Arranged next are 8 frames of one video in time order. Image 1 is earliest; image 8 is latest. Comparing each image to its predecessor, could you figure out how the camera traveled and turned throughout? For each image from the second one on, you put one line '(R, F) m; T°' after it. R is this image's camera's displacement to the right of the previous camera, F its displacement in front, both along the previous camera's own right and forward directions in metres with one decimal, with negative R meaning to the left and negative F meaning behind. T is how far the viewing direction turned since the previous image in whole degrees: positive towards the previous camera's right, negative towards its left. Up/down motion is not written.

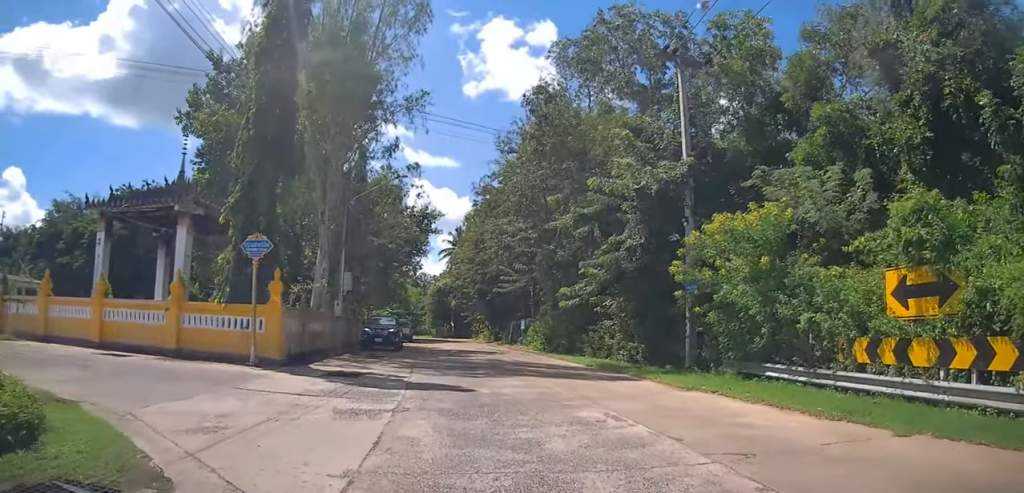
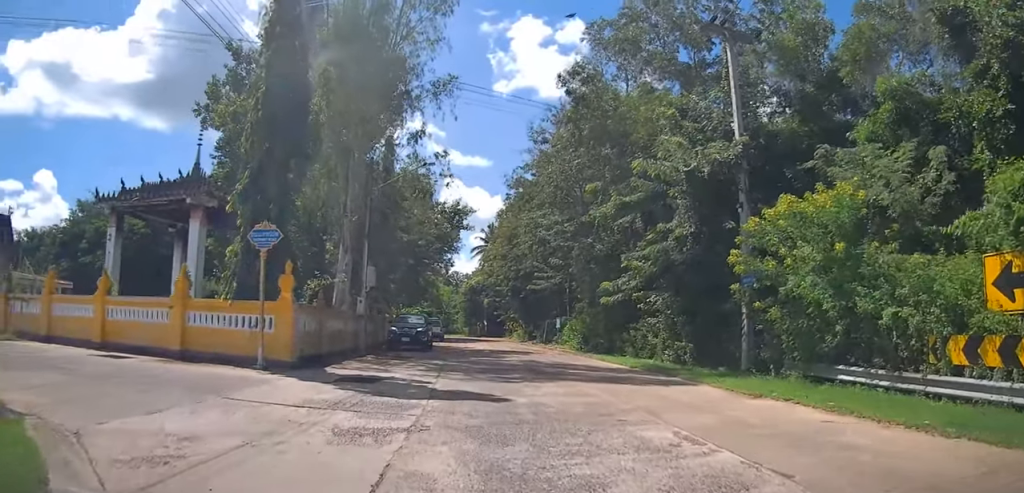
(-0.1, +1.9) m; -1°
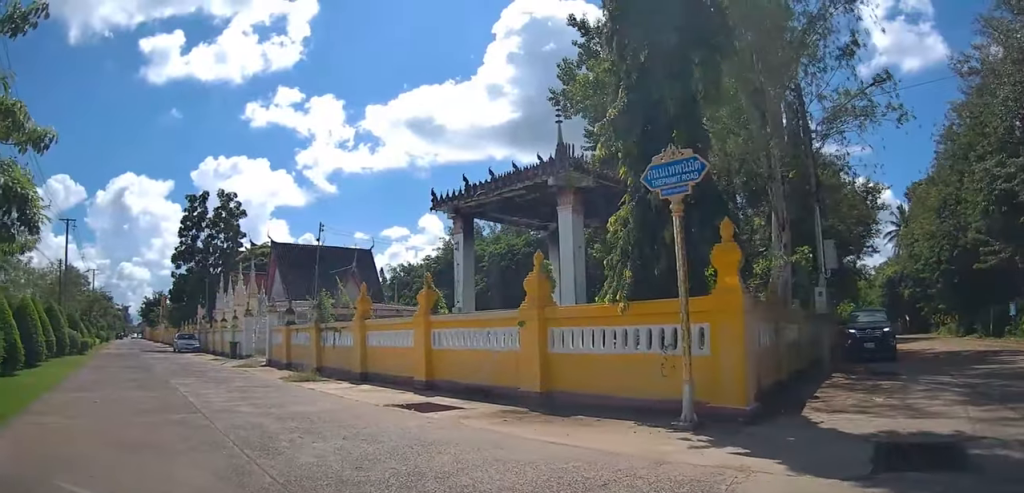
(-1.1, +7.4) m; -30°
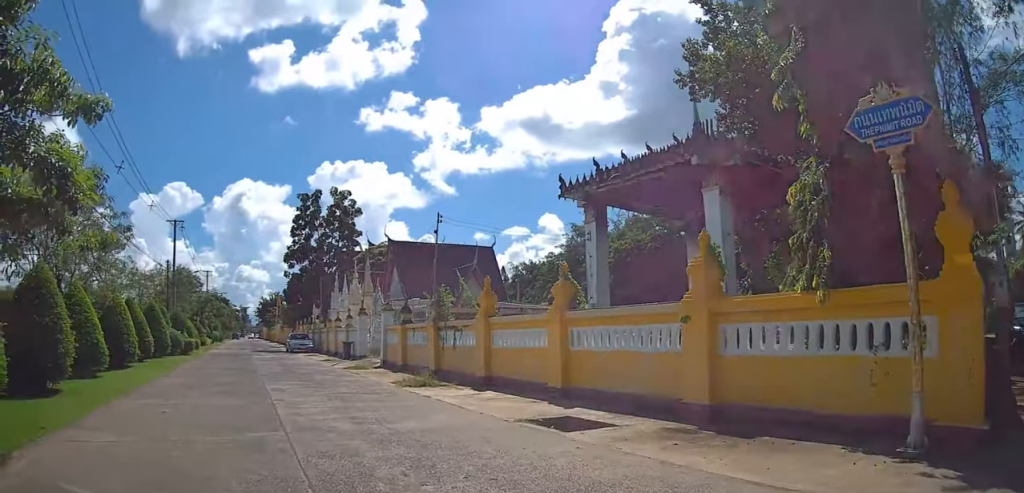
(-0.2, +1.8) m; -13°
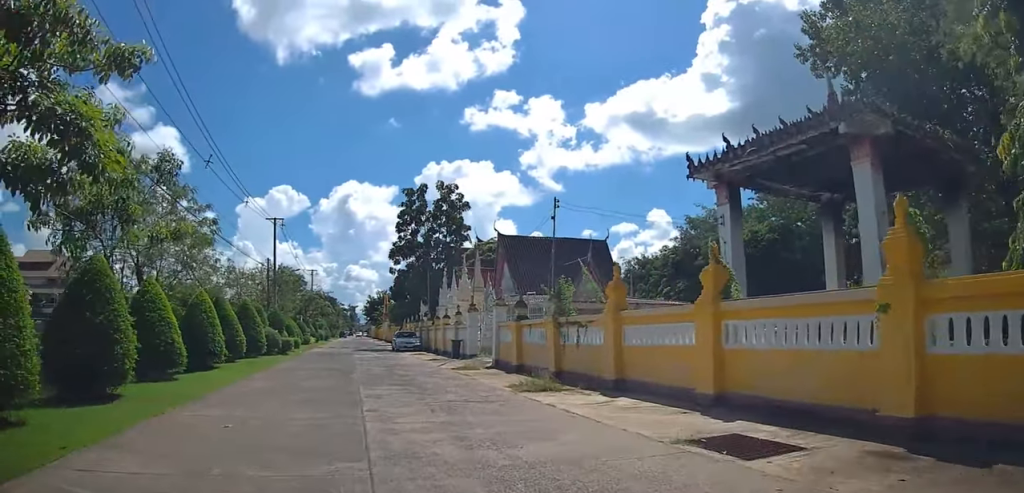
(-0.3, +1.9) m; -5°
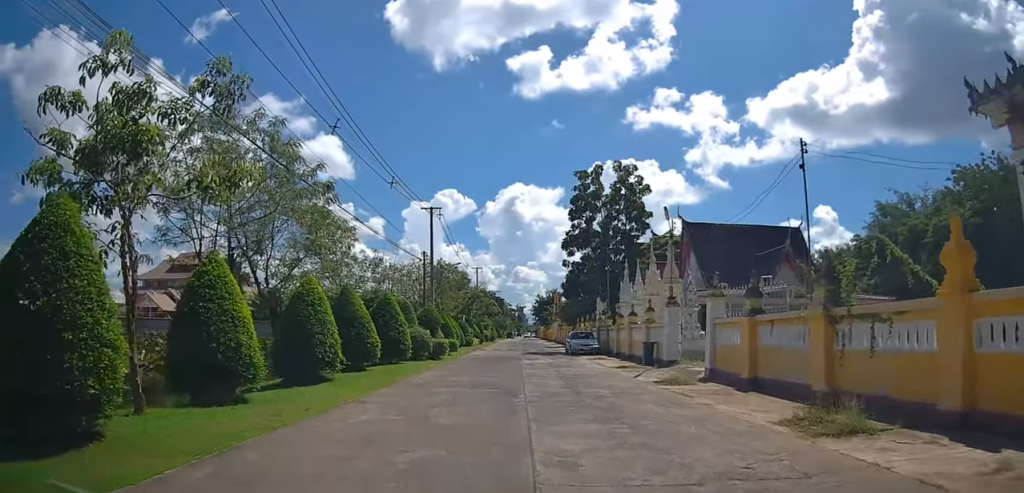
(-0.6, +5.5) m; -29°
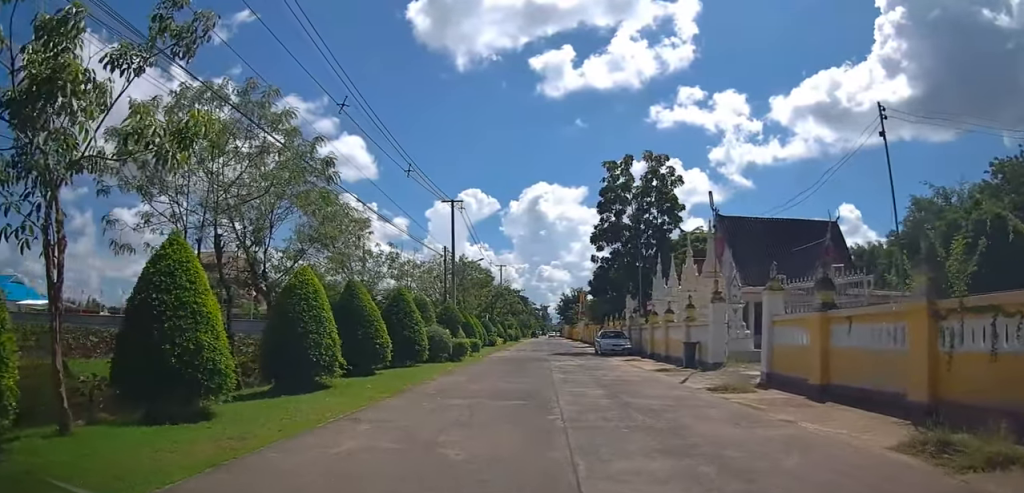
(-0.7, +2.0) m; -8°
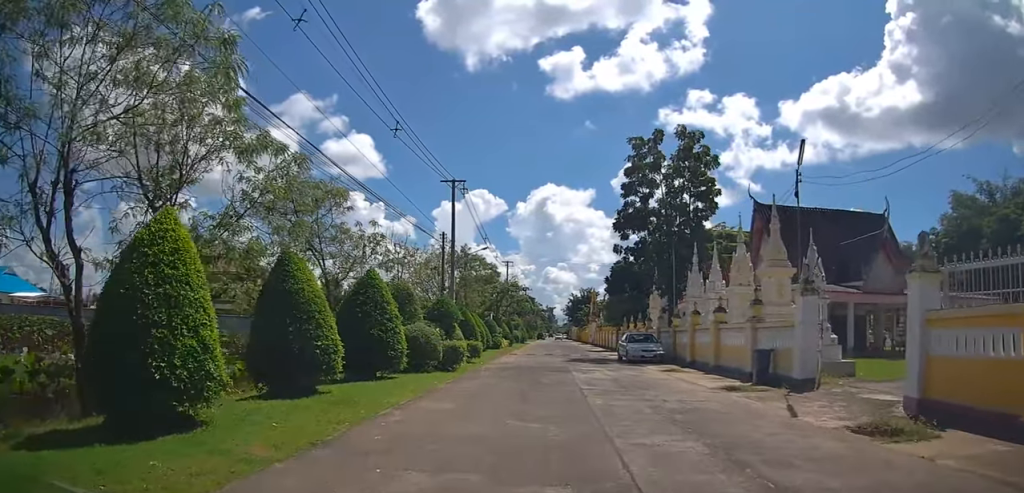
(-0.3, +5.5) m; -6°
